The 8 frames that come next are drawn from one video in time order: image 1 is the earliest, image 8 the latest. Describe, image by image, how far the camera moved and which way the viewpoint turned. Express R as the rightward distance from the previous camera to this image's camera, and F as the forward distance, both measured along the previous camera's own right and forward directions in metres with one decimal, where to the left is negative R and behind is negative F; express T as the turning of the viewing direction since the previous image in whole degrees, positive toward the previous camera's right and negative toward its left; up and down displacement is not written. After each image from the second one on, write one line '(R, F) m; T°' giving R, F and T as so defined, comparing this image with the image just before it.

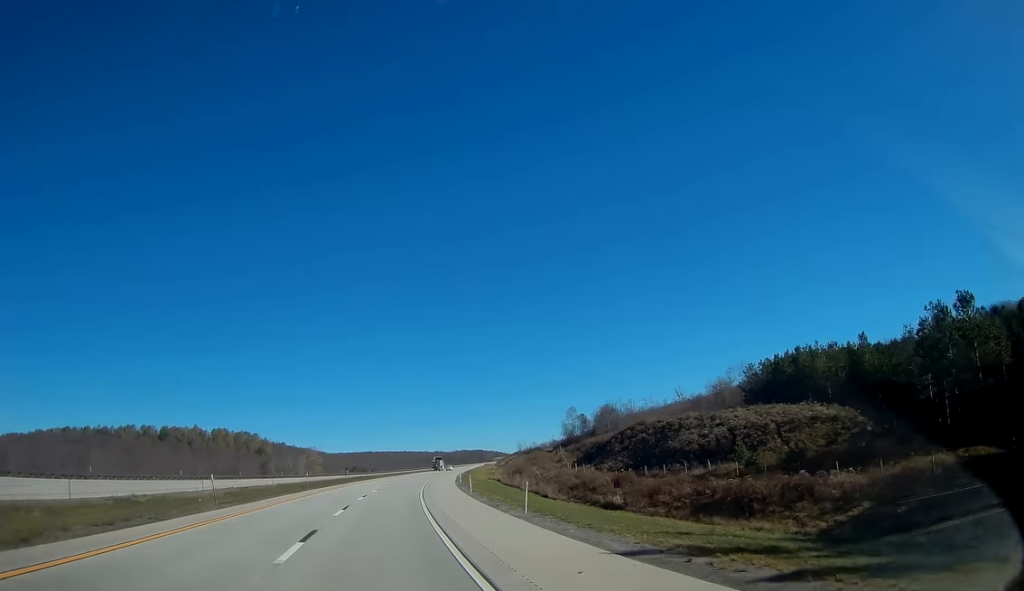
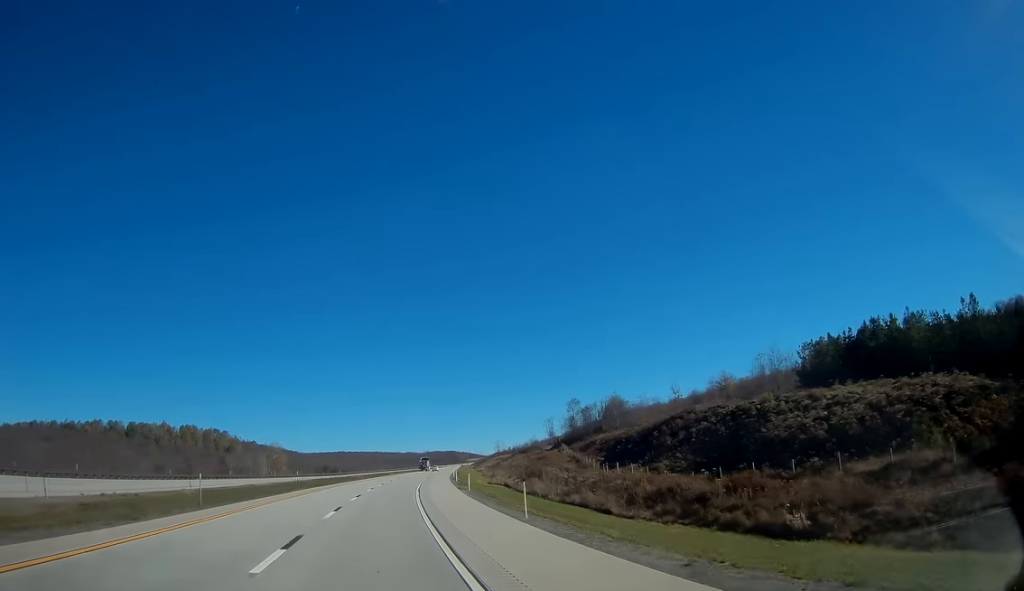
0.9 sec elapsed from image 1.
(+0.6, +26.0) m; +2°
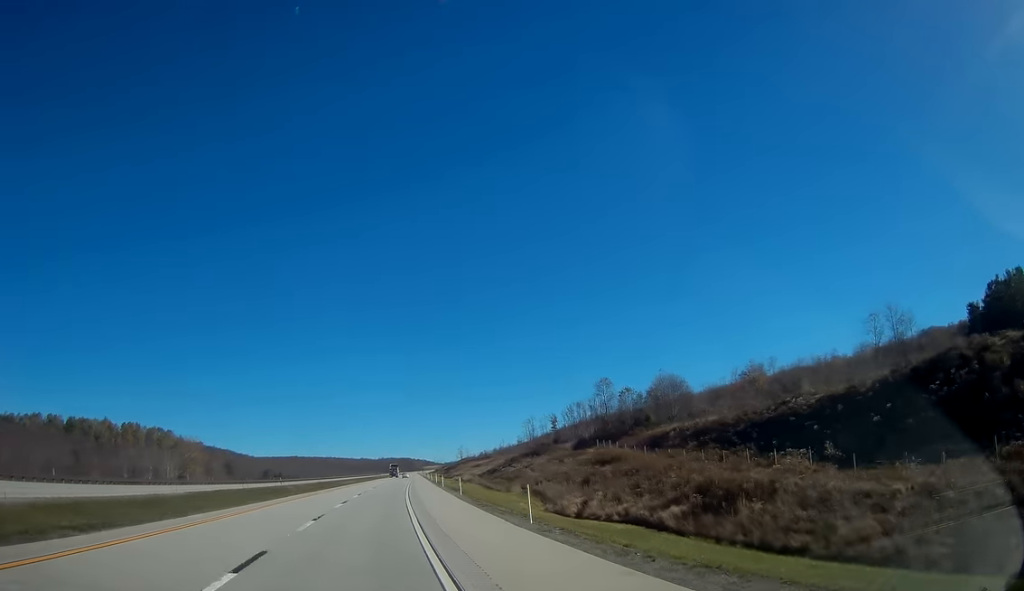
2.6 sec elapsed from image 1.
(+1.5, +51.0) m; +3°
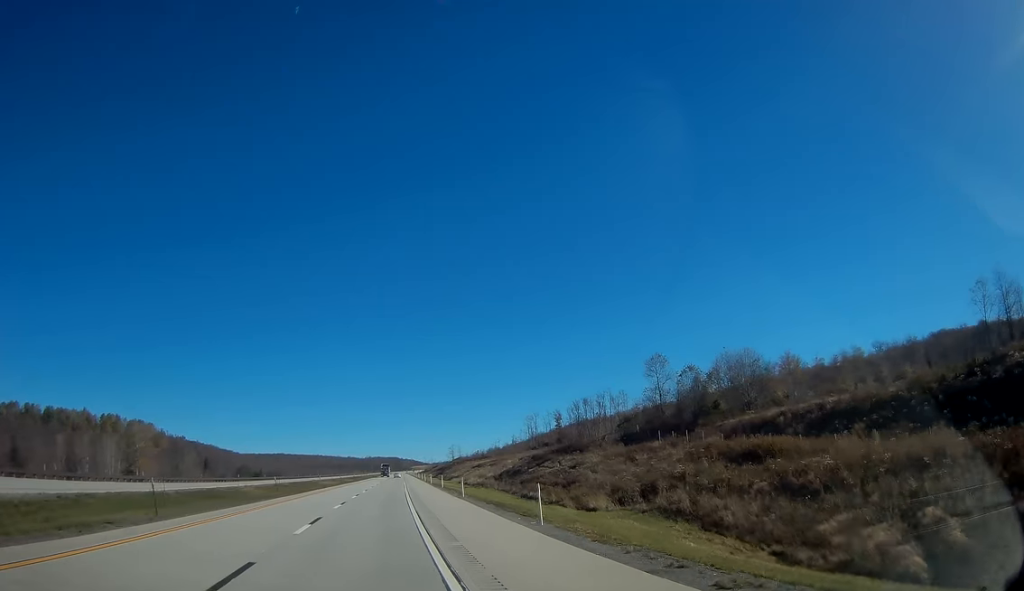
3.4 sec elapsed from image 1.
(+0.3, +25.9) m; +2°
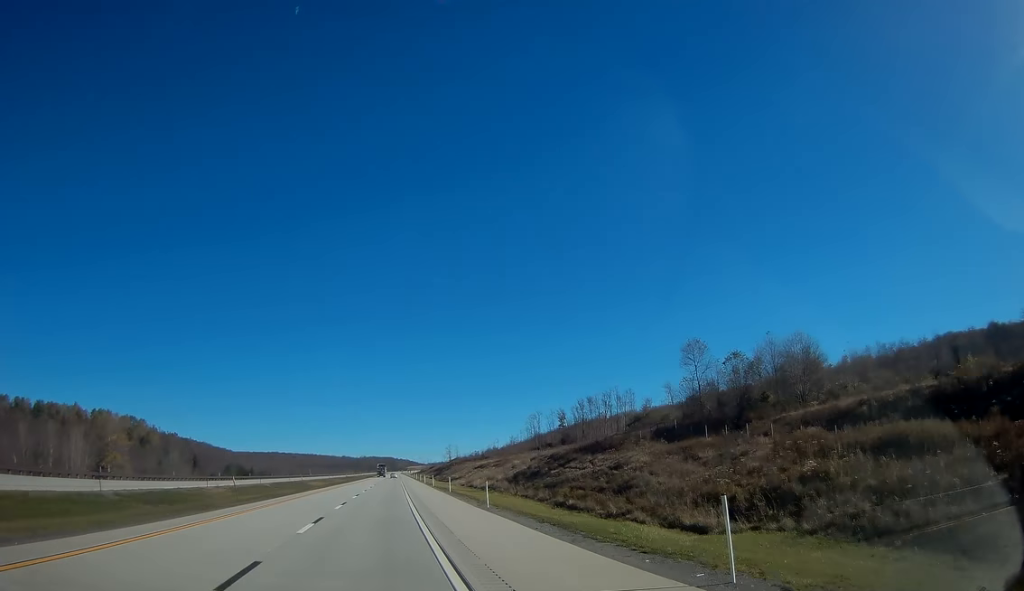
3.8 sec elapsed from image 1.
(+0.3, +12.0) m; 0°
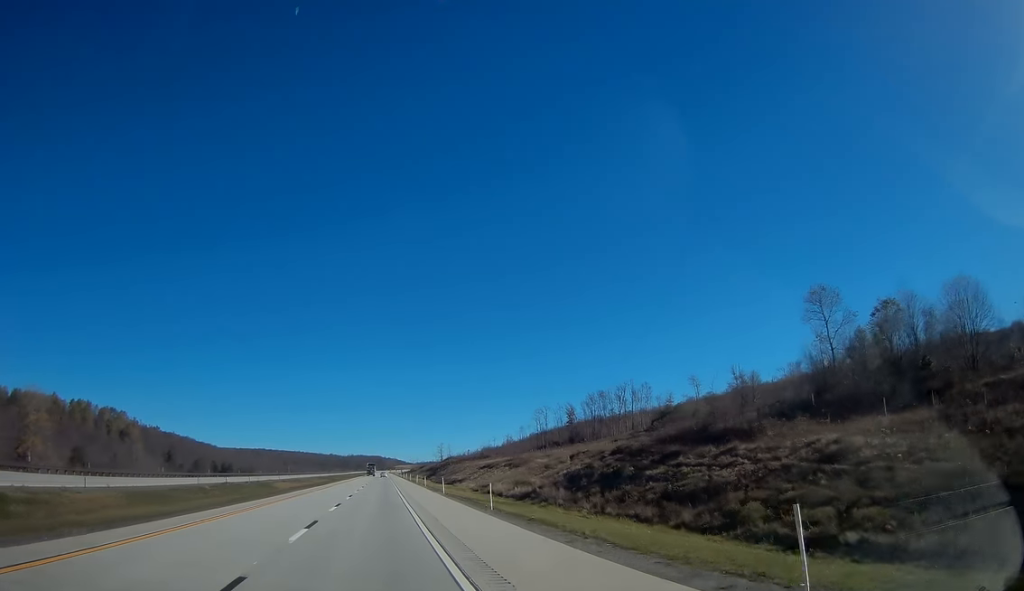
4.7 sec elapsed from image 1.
(+0.3, +25.9) m; 0°
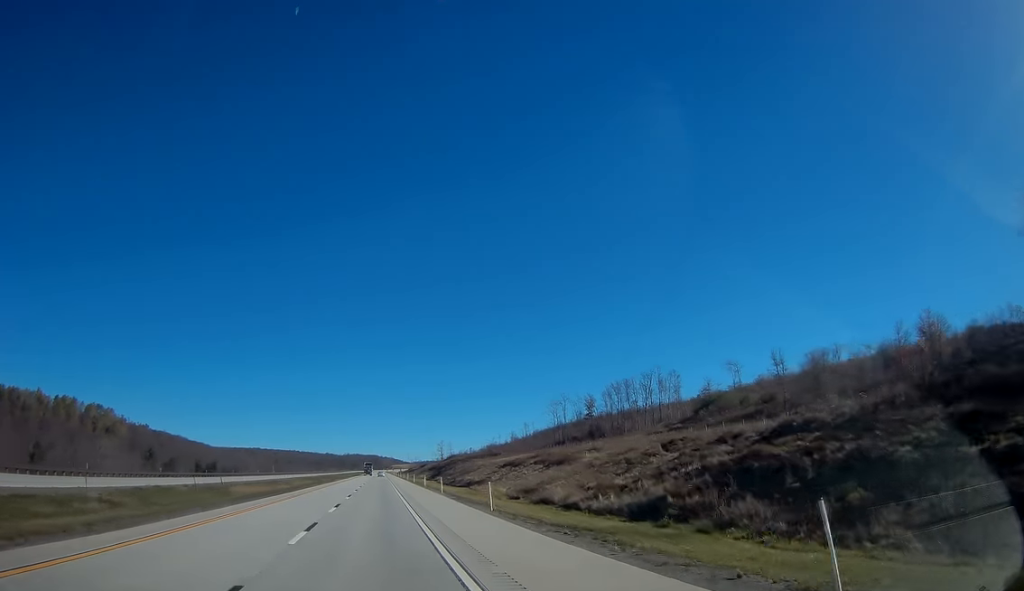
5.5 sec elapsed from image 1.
(-0.2, +25.0) m; 0°
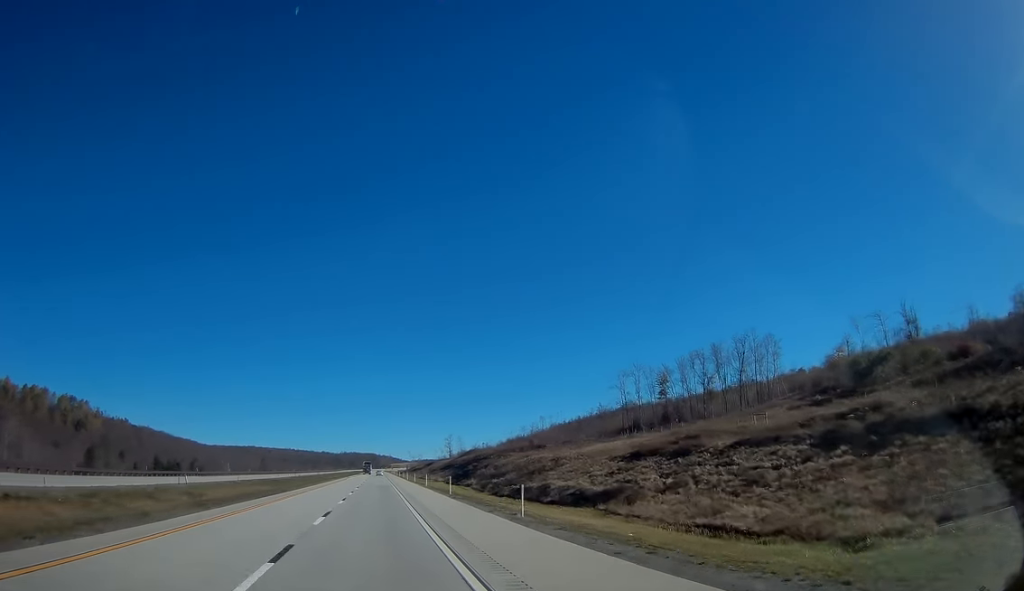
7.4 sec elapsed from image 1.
(+1.0, +54.9) m; +1°
